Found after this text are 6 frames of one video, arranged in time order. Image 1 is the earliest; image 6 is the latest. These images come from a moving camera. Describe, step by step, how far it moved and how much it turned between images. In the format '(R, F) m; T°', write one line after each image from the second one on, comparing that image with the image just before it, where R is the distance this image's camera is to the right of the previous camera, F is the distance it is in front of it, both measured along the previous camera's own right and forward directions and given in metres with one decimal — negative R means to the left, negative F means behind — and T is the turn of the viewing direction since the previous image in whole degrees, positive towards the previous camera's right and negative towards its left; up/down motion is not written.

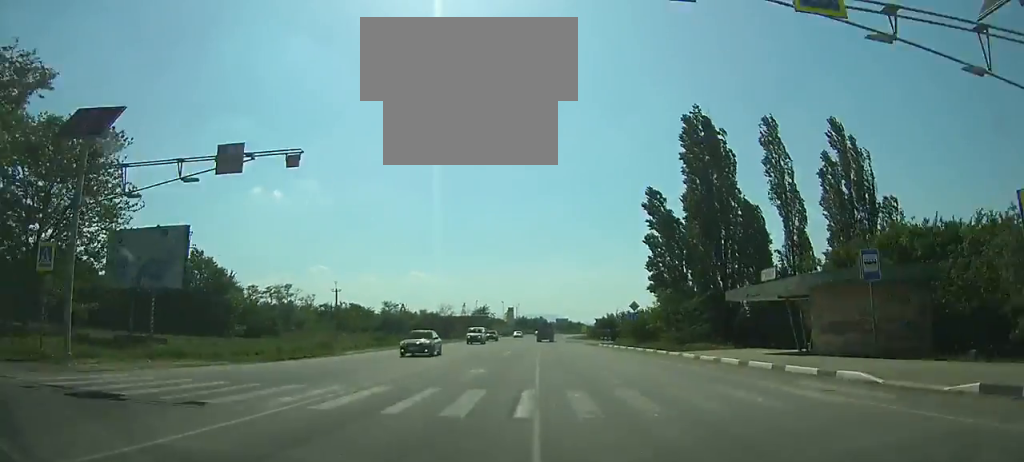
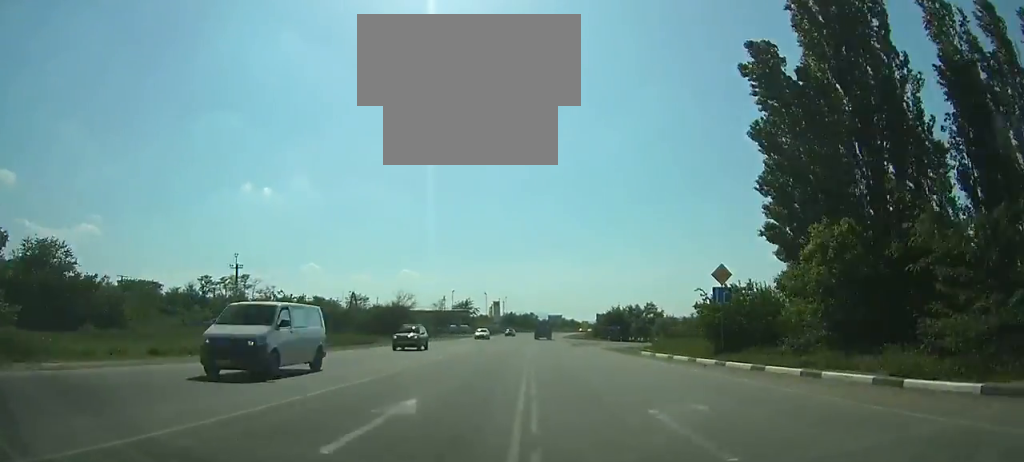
(0.0, +28.9) m; 0°
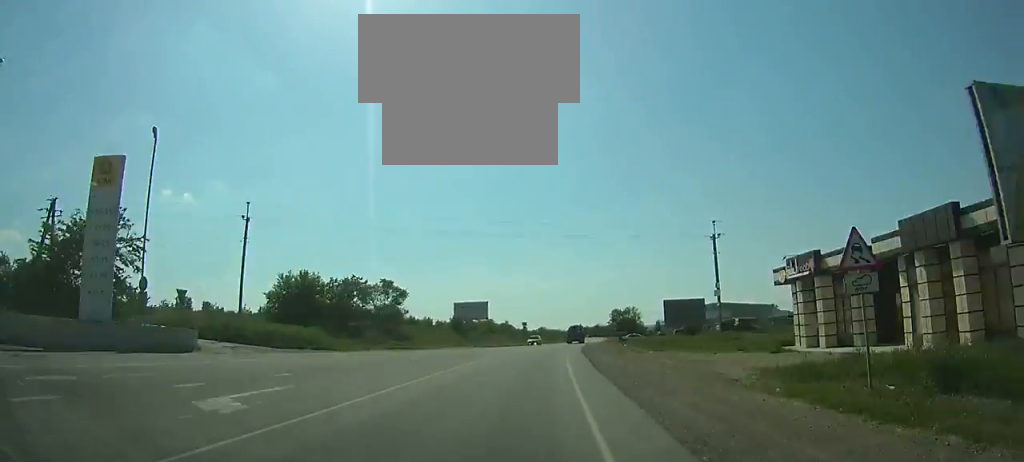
(+8.0, +148.2) m; +8°
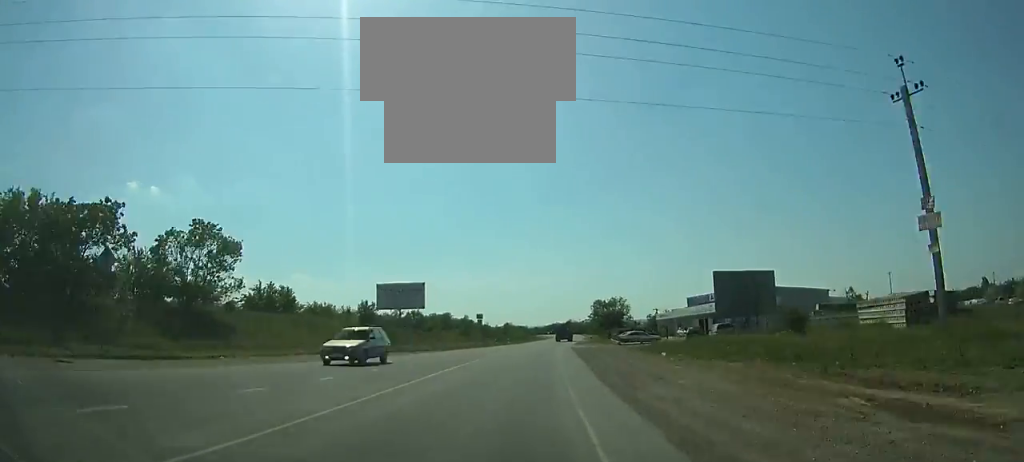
(+0.2, +32.9) m; +2°
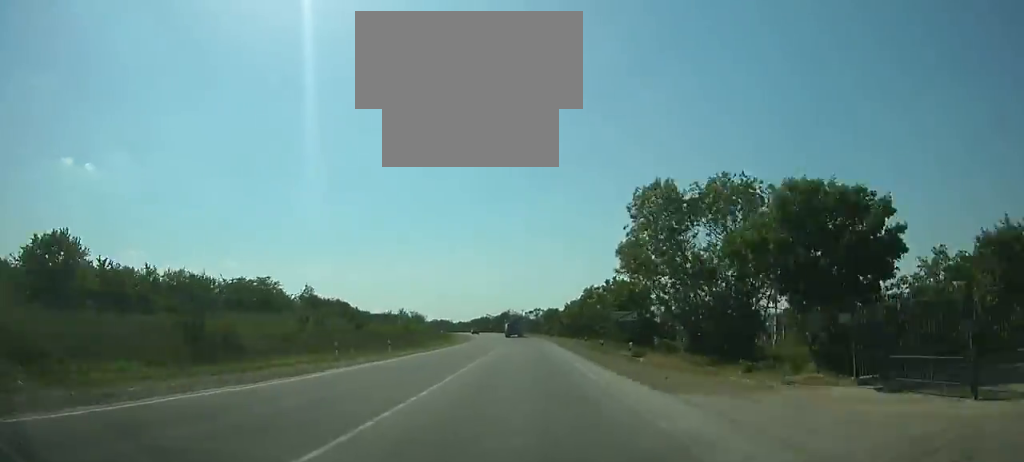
(+6.5, +97.4) m; +5°
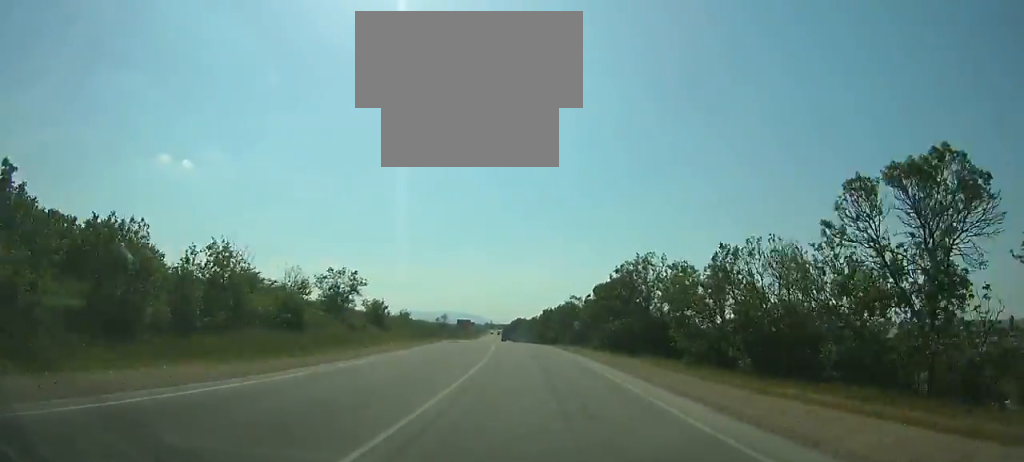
(-5.0, +119.9) m; -7°
